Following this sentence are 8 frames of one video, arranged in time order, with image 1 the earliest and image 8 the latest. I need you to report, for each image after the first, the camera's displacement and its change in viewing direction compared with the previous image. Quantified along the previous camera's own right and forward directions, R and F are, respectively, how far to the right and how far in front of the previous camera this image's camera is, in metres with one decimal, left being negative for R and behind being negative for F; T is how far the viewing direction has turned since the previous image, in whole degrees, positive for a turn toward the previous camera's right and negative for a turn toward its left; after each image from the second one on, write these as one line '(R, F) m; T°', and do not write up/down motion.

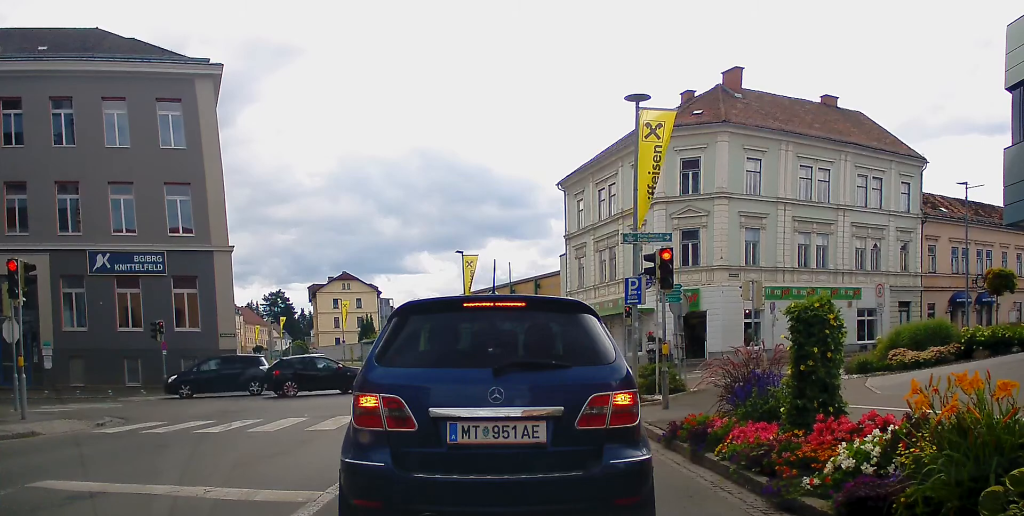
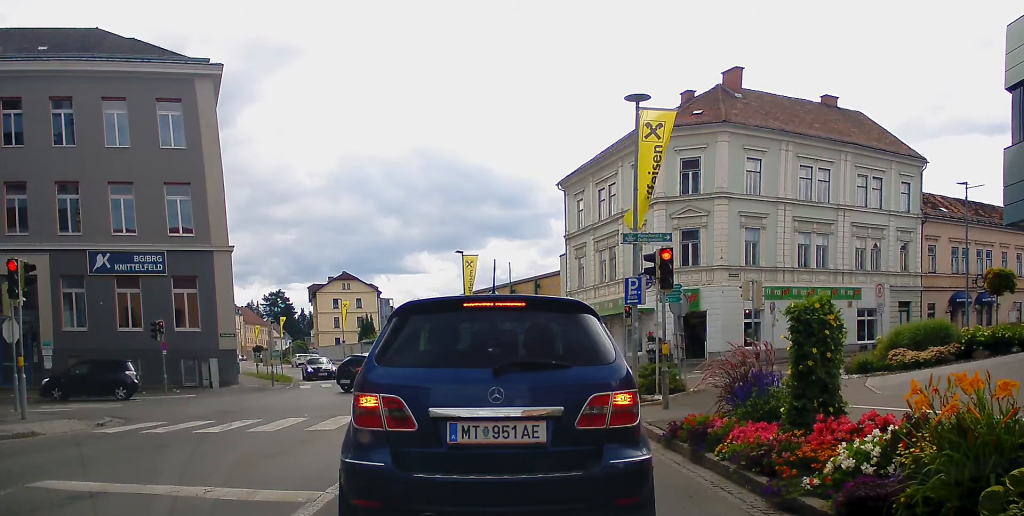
(0.0, 0.0) m; 0°
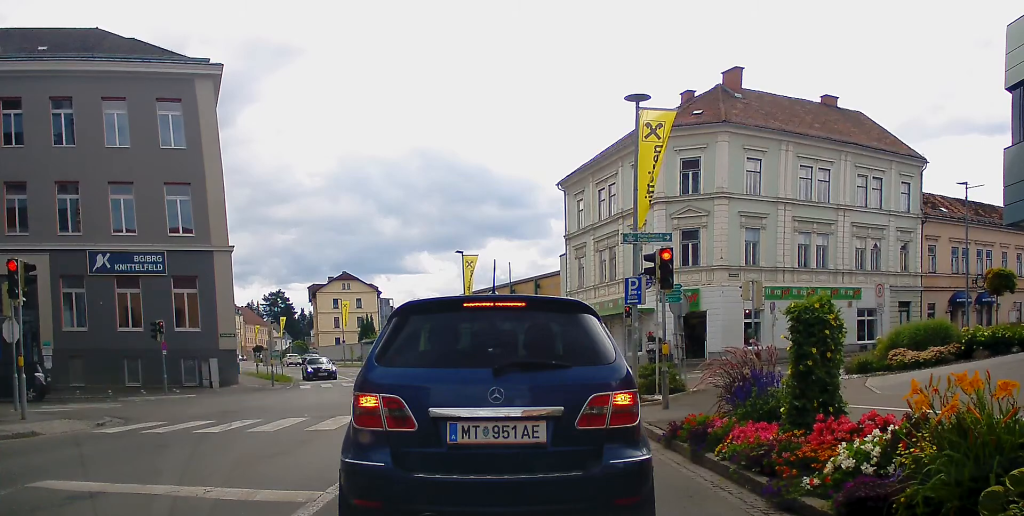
(0.0, 0.0) m; 0°
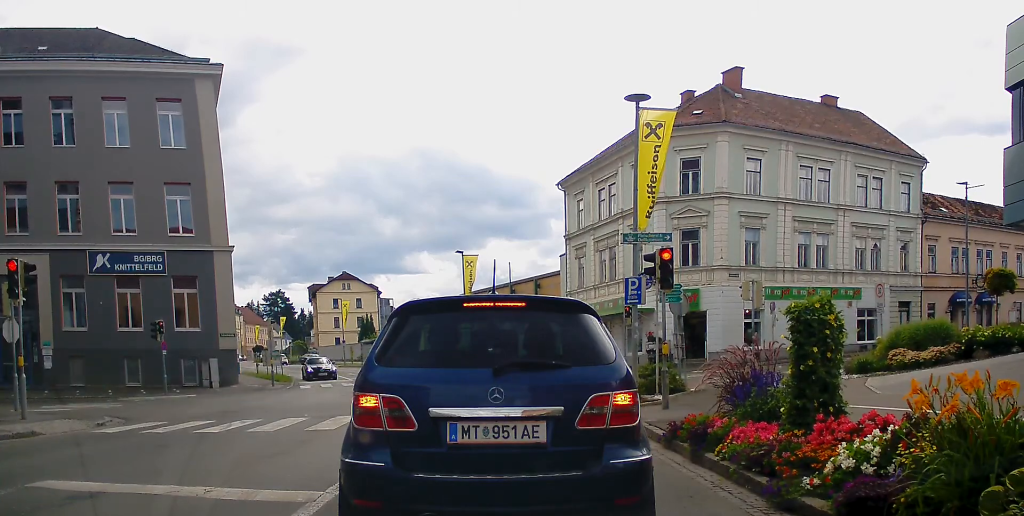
(0.0, 0.0) m; 0°
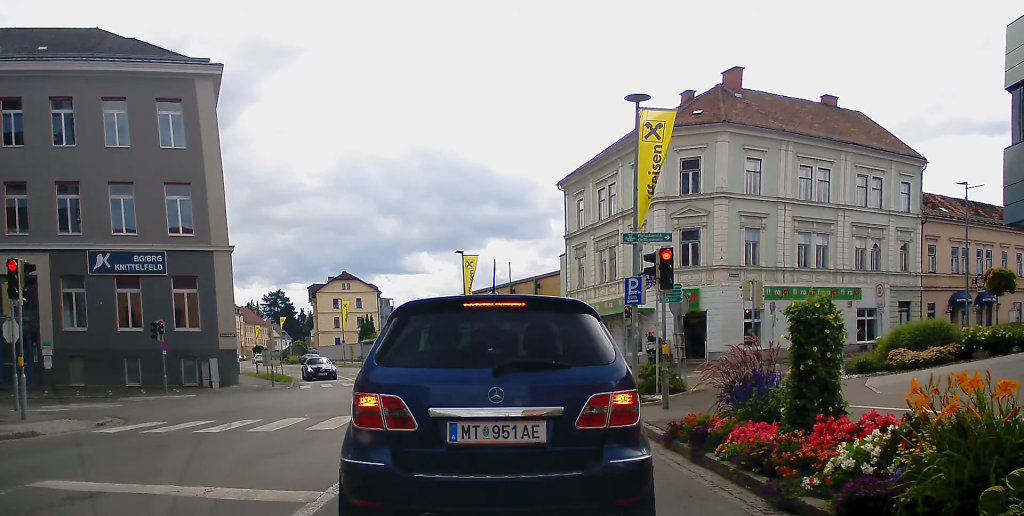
(0.0, 0.0) m; 0°
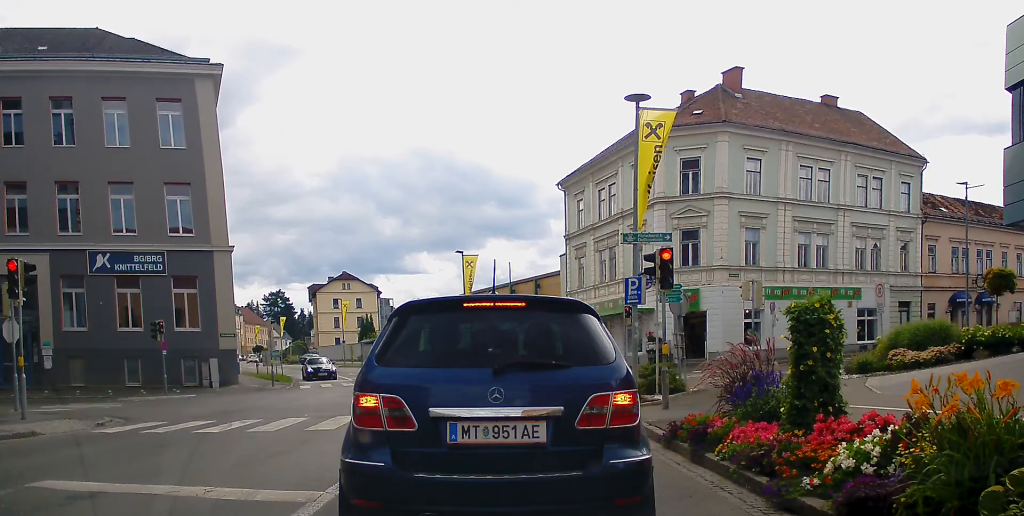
(0.0, 0.0) m; 0°
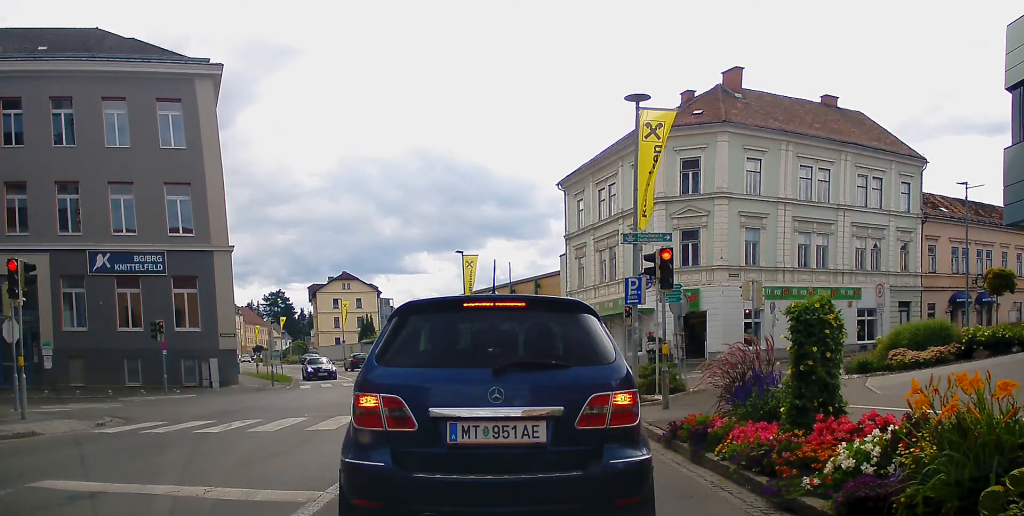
(0.0, 0.0) m; 0°
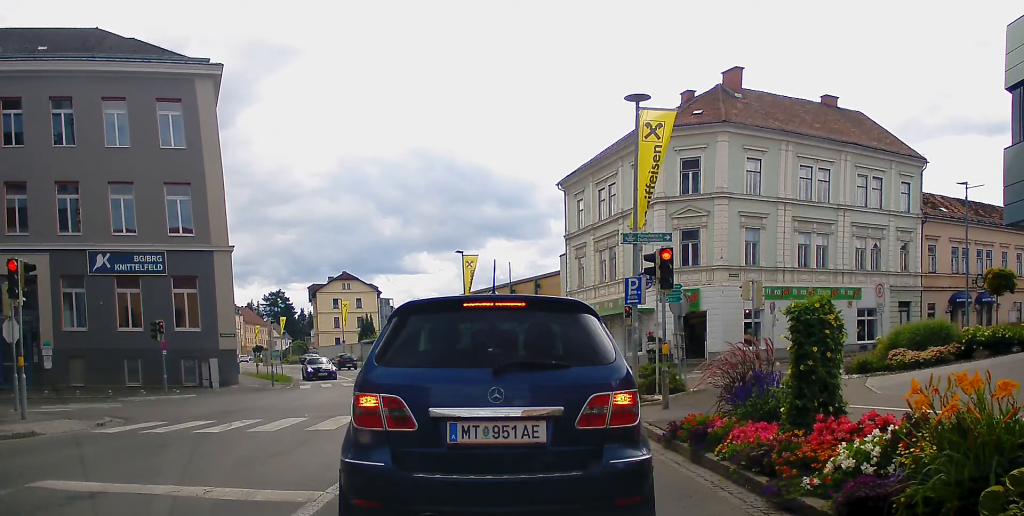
(0.0, 0.0) m; 0°
